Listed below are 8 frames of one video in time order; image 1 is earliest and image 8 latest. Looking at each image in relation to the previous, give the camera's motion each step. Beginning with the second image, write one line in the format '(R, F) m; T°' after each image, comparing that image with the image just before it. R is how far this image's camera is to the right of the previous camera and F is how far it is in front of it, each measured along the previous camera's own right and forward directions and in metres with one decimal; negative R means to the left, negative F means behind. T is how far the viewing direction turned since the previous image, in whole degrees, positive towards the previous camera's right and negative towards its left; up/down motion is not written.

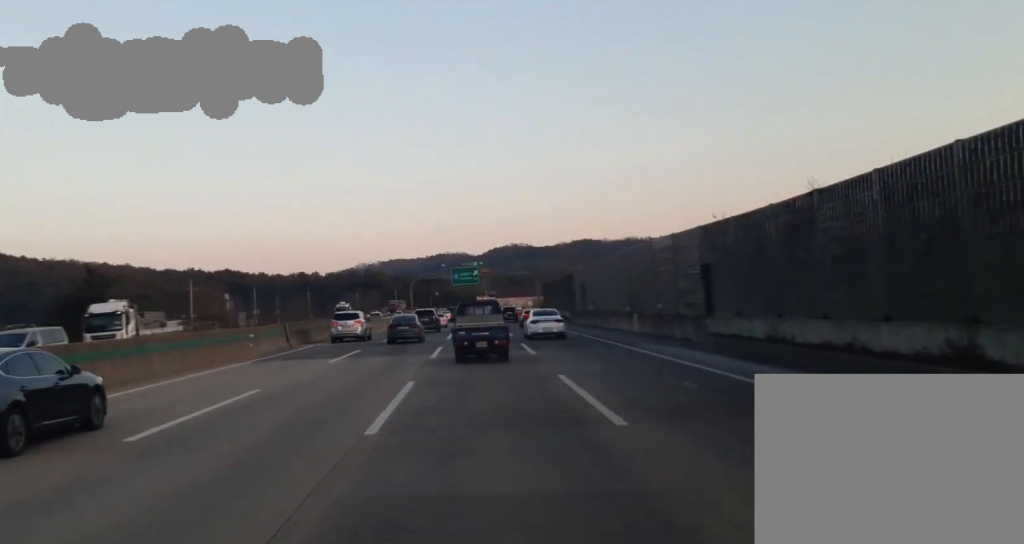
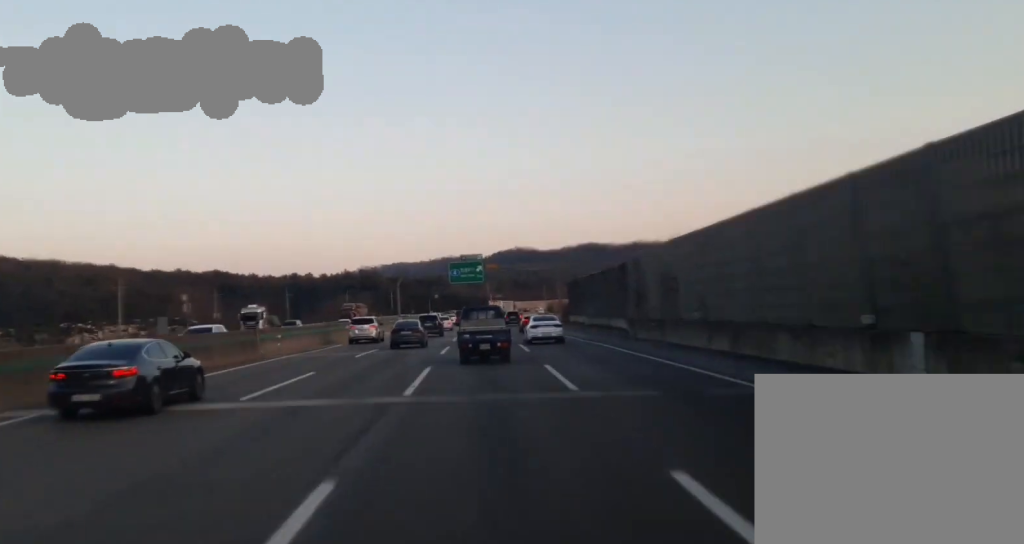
(+0.1, +33.4) m; 0°
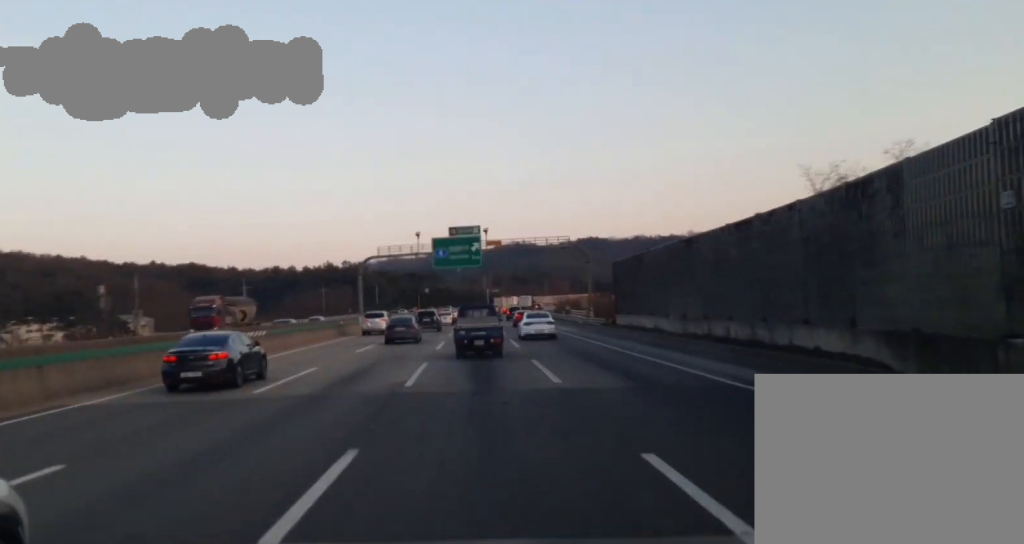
(0.0, +39.1) m; 0°
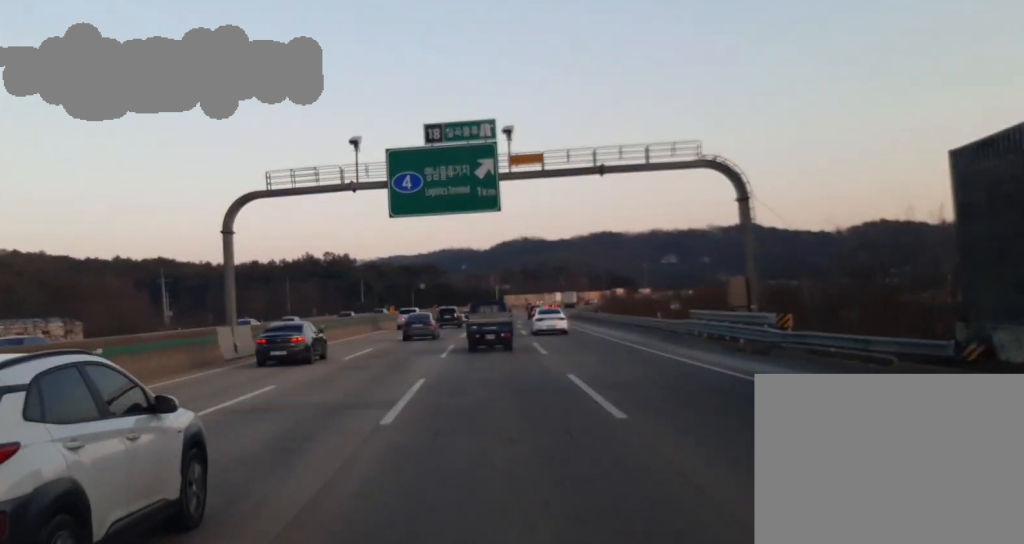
(-0.2, +47.5) m; 0°
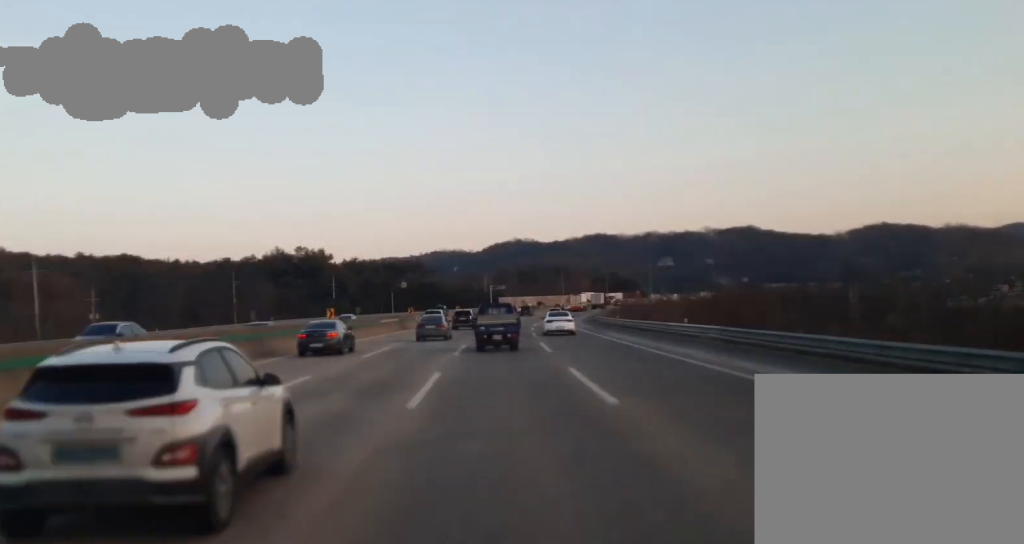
(-0.1, +37.5) m; 0°
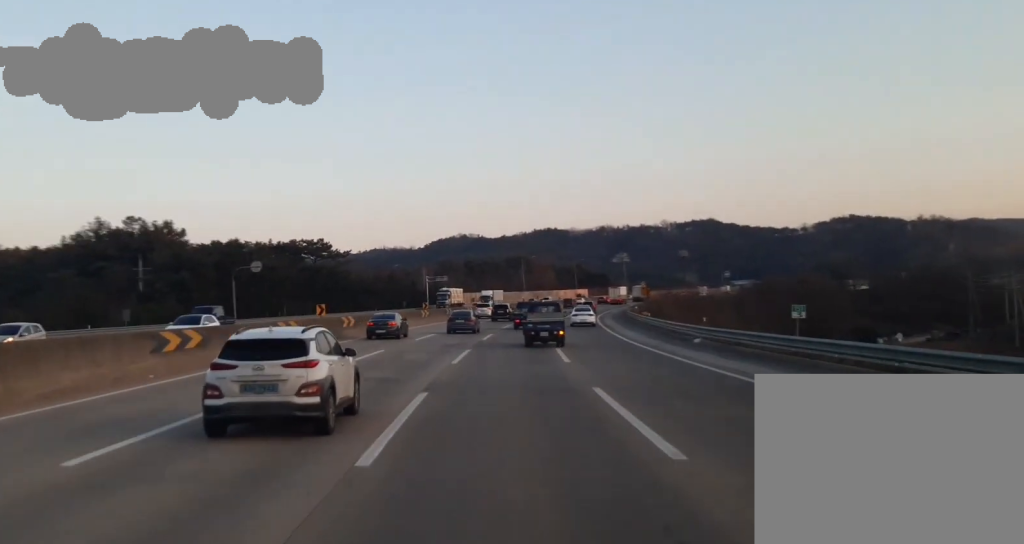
(-0.1, +85.3) m; +1°
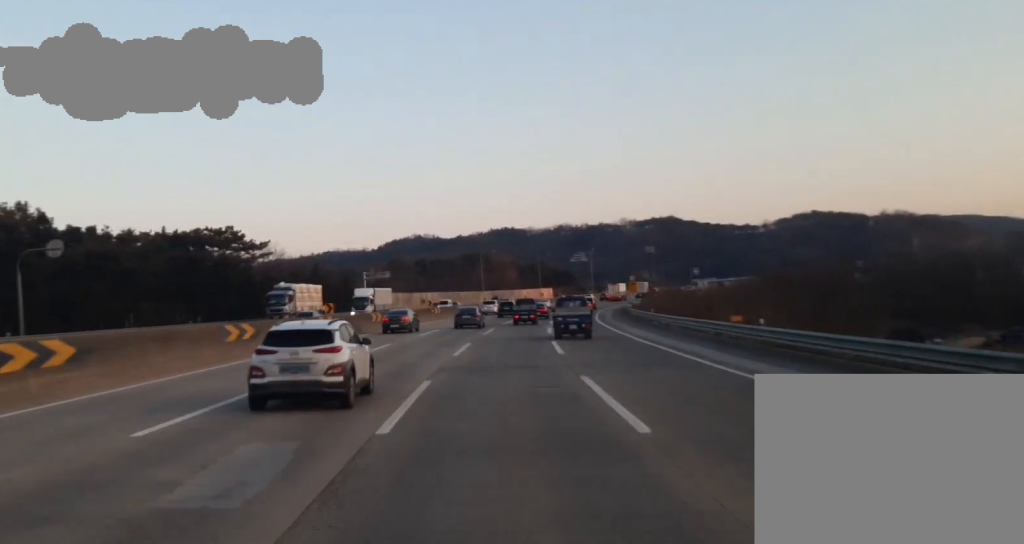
(+0.6, +36.7) m; +2°
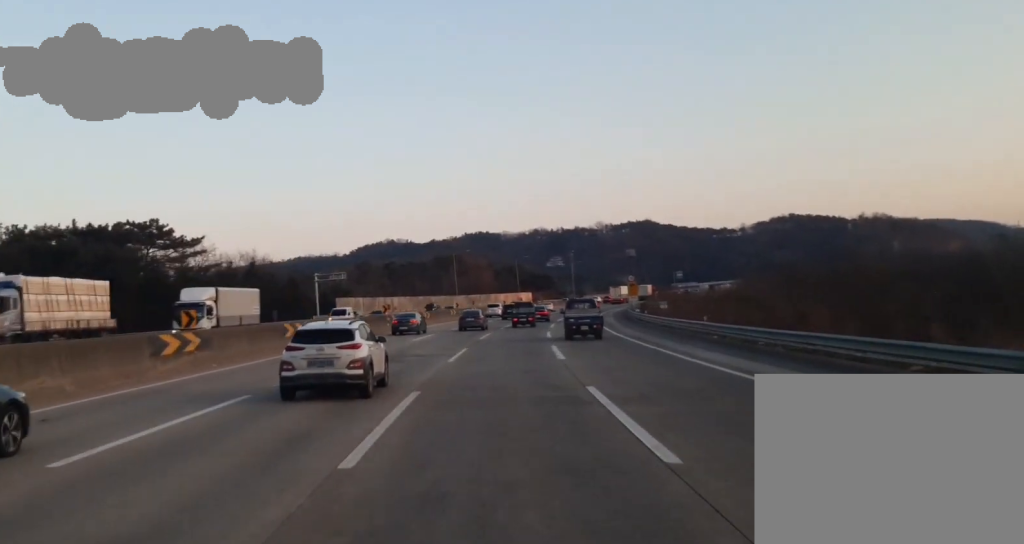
(+0.2, +21.7) m; +2°
